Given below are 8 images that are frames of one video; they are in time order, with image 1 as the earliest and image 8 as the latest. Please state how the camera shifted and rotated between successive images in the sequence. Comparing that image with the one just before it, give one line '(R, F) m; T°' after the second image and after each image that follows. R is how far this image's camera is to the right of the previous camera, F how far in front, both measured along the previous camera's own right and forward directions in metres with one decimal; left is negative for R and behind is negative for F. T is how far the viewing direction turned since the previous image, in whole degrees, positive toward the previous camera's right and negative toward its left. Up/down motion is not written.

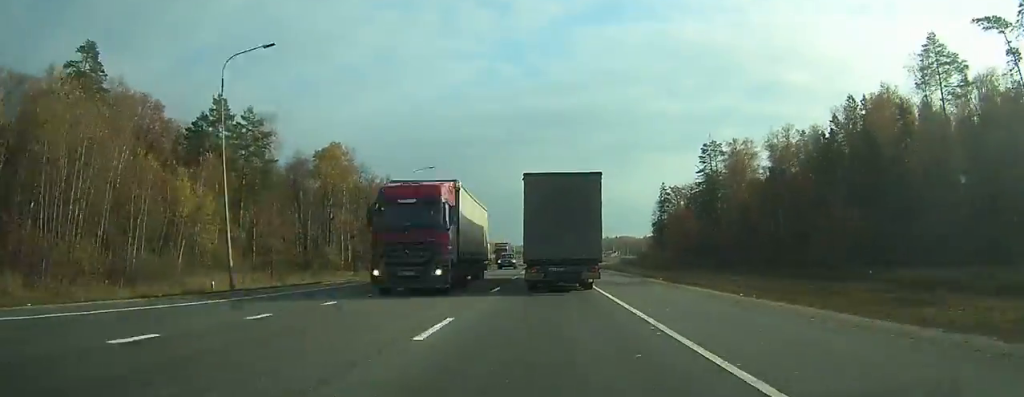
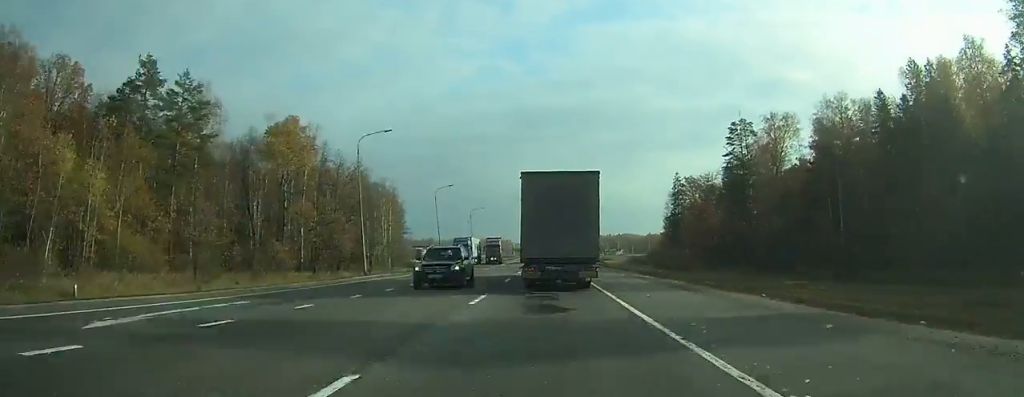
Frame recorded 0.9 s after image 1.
(0.0, +18.5) m; 0°
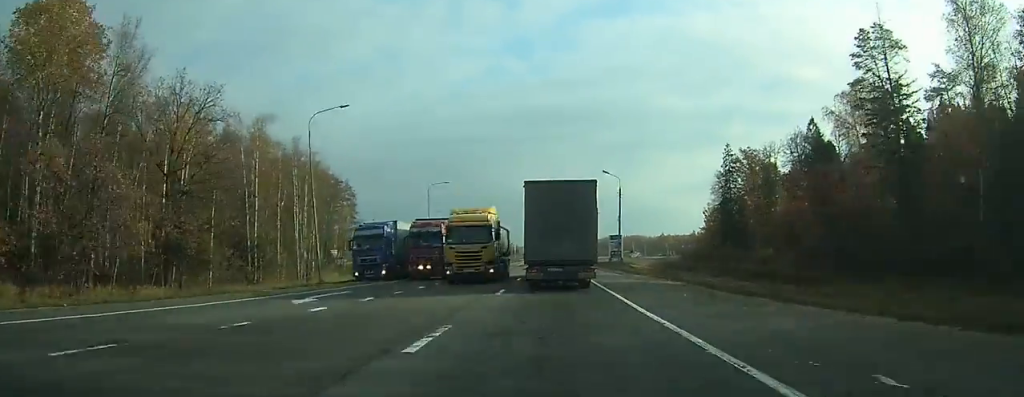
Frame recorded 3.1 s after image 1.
(+0.1, +46.0) m; 0°
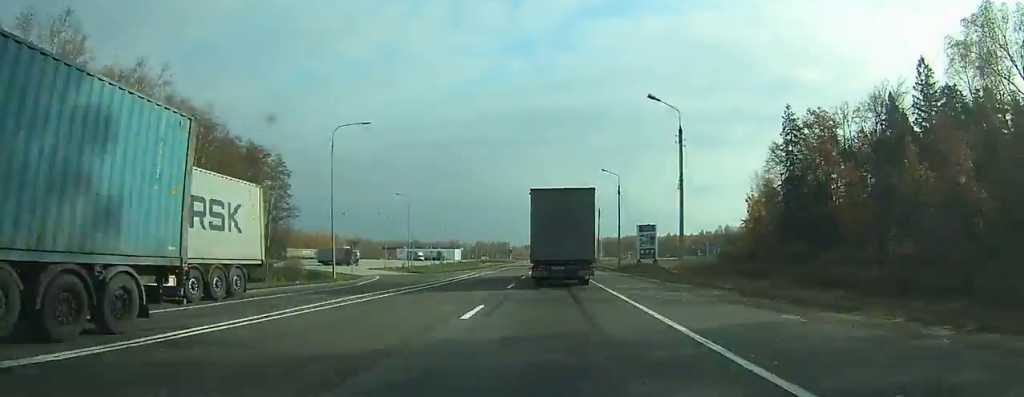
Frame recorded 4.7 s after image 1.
(0.0, +34.2) m; 0°
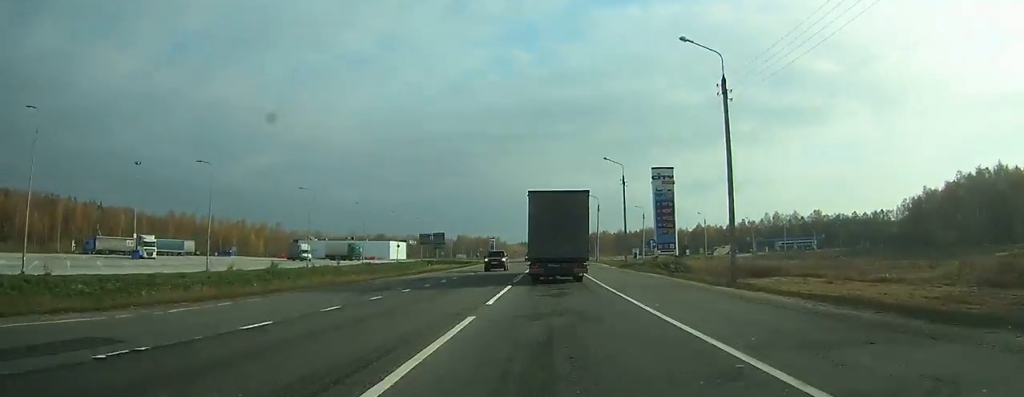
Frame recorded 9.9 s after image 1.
(-1.3, +99.2) m; -1°
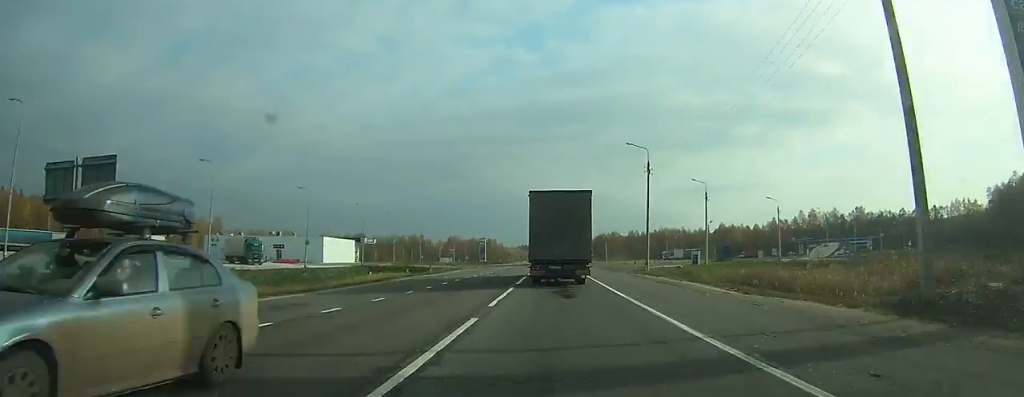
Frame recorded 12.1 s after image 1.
(-0.1, +43.0) m; 0°
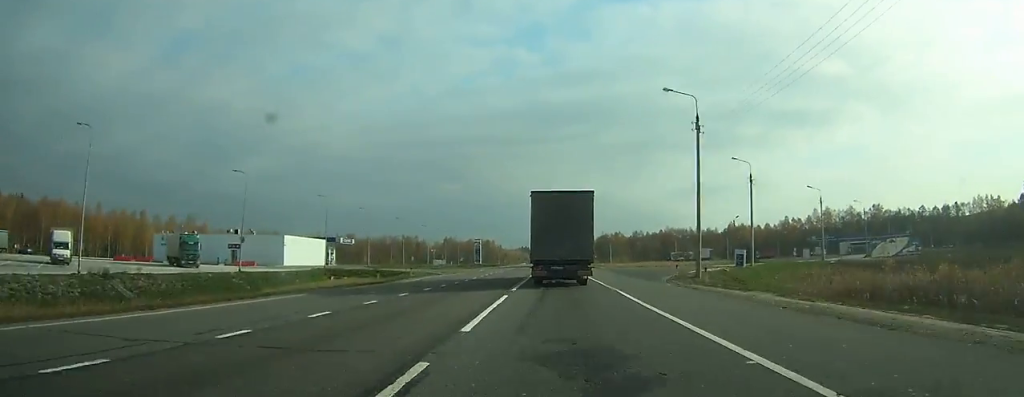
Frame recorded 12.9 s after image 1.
(0.0, +15.9) m; 0°
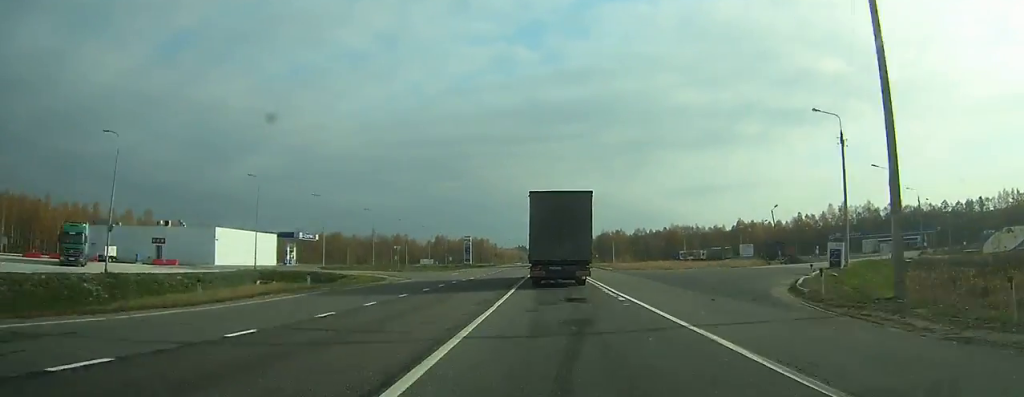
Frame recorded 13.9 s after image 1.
(0.0, +18.6) m; 0°
